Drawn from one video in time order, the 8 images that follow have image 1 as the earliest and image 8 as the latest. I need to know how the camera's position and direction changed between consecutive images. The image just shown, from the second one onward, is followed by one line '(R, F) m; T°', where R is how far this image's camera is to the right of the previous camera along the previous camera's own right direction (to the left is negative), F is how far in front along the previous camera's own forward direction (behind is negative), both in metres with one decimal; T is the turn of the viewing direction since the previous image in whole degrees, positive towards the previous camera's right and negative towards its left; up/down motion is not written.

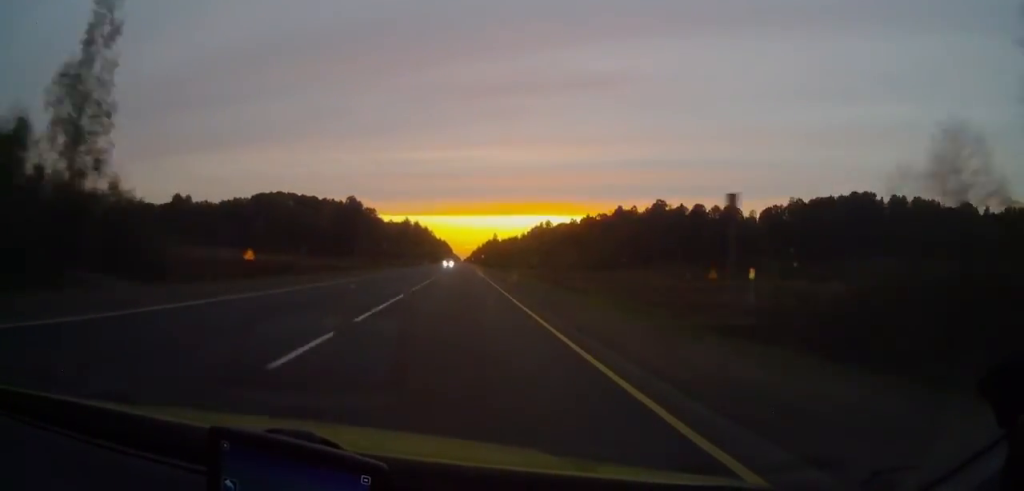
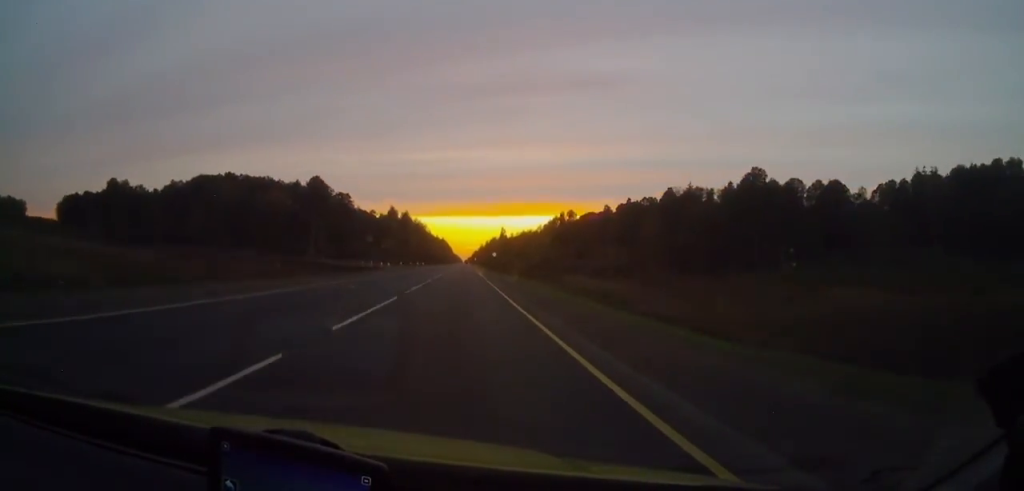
(0.0, +68.9) m; 0°
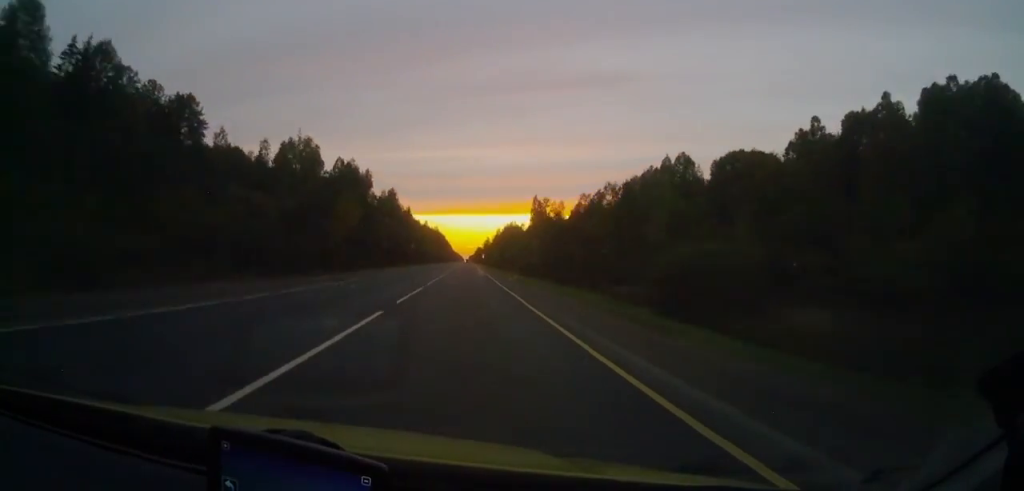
(-0.3, +103.9) m; 0°
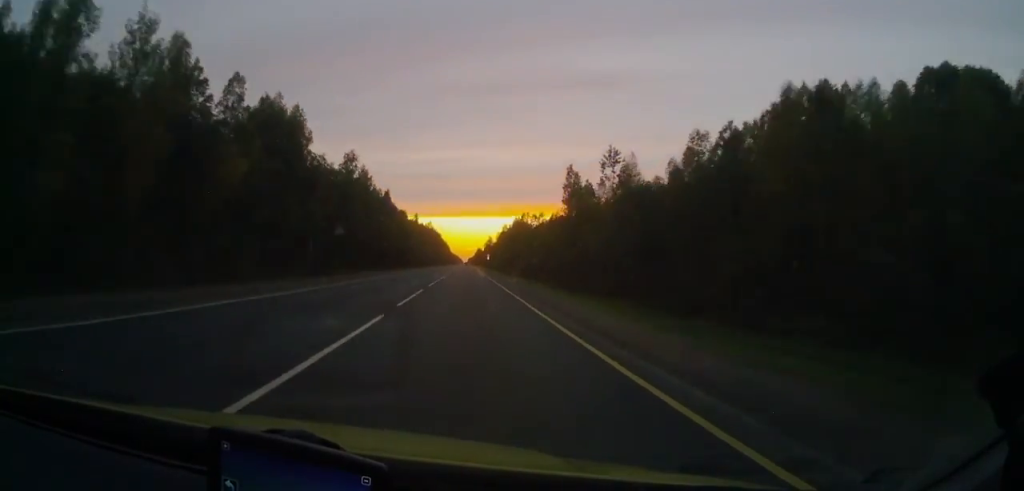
(0.0, +45.1) m; 0°
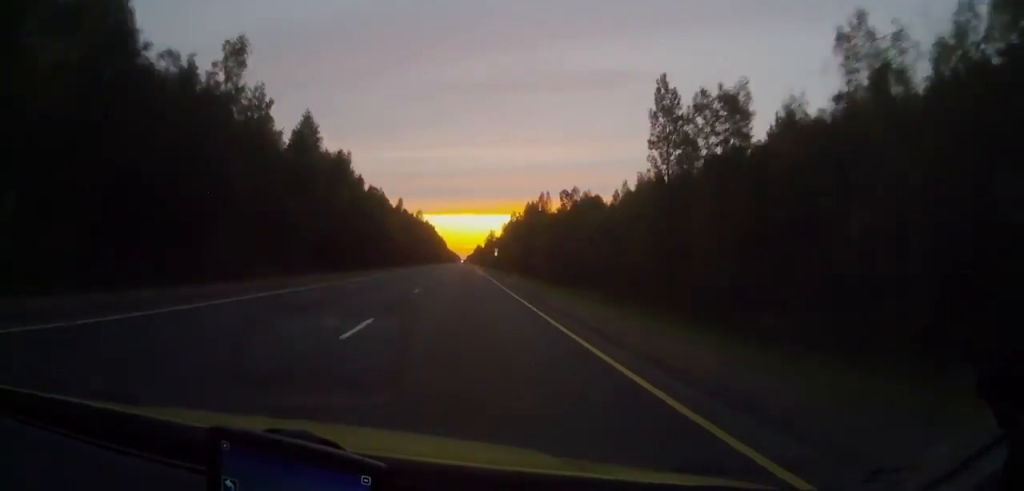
(-0.2, +42.7) m; 0°
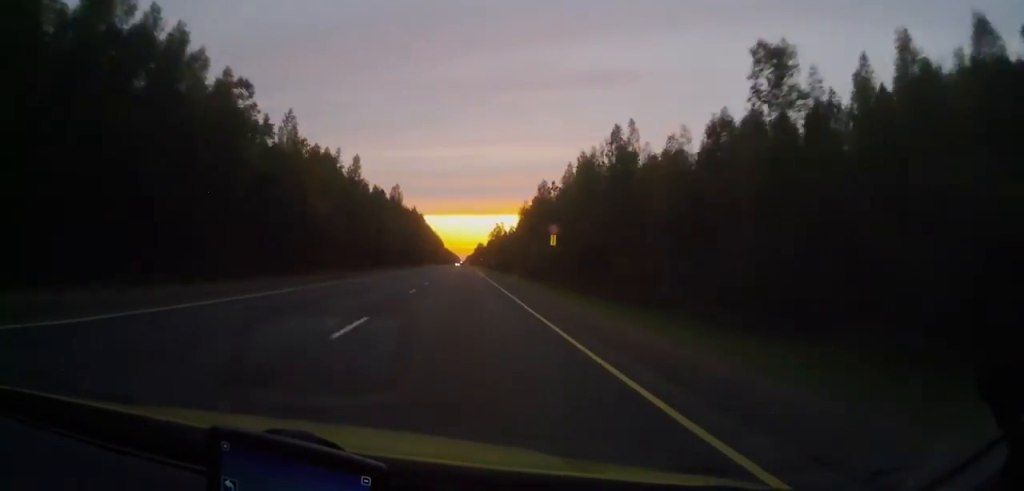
(+0.2, +59.5) m; 0°
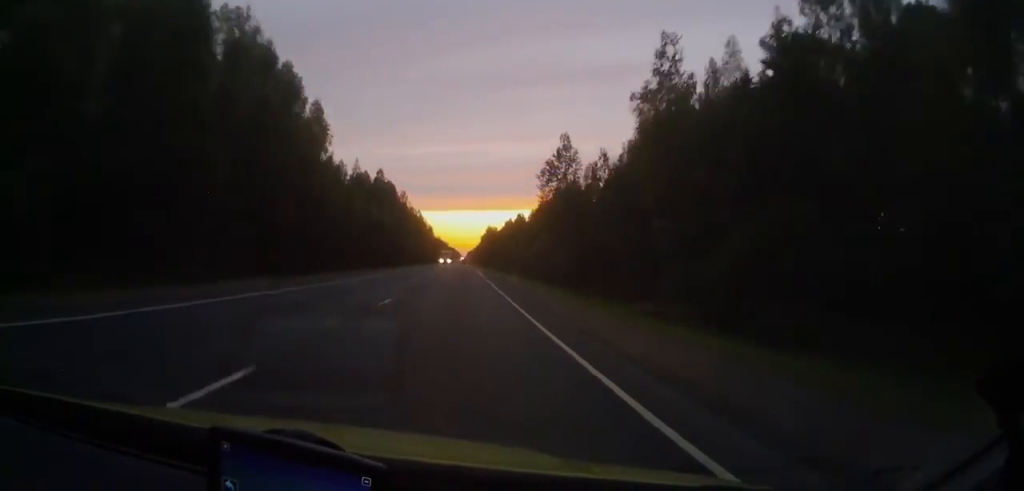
(+0.7, +253.8) m; 0°
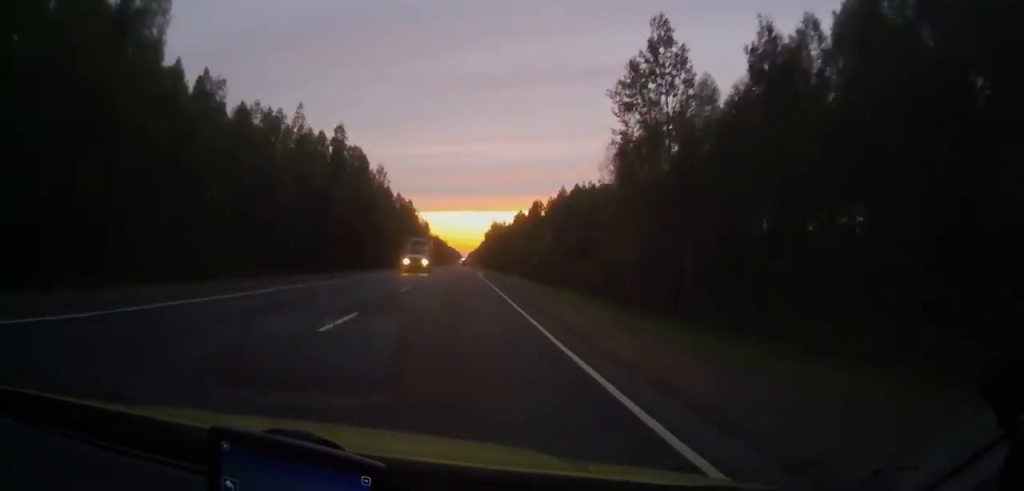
(0.0, +61.1) m; 0°
